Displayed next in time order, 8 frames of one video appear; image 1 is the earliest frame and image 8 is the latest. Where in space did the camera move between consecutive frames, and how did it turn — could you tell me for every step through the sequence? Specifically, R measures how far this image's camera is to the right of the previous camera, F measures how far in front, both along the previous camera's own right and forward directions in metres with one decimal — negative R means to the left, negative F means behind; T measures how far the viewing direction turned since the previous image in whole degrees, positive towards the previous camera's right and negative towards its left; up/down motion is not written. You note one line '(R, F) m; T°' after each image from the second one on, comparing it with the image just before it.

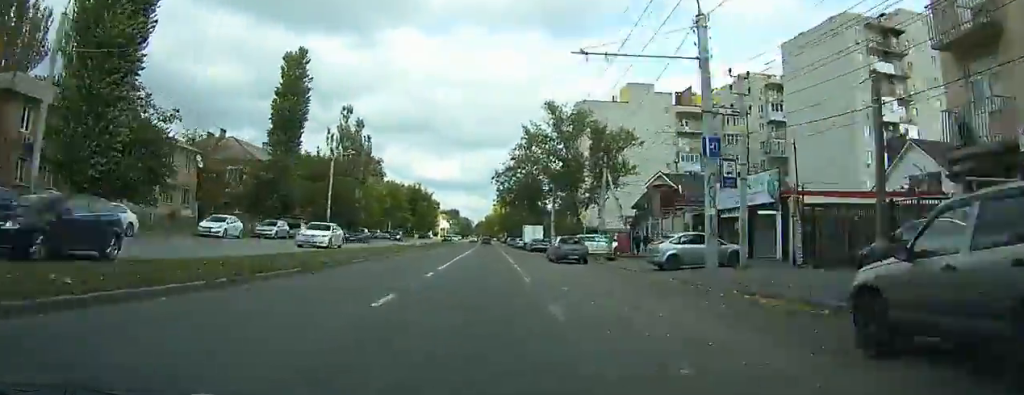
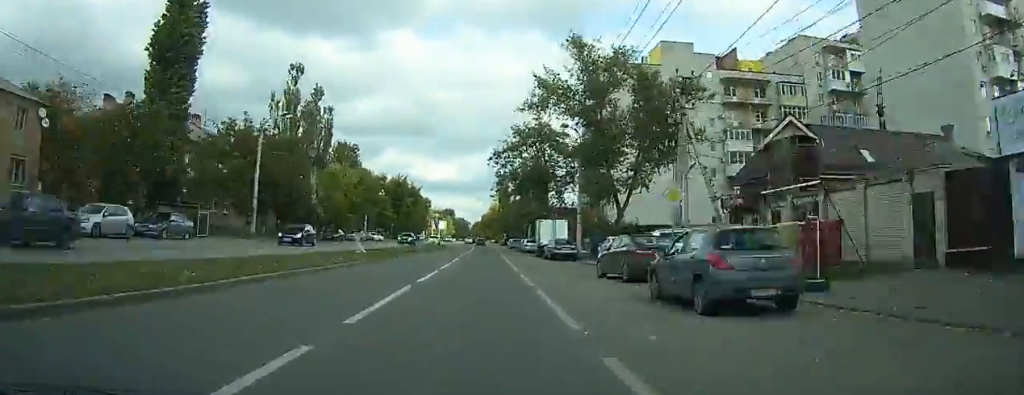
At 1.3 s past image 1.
(-0.1, +21.1) m; 0°
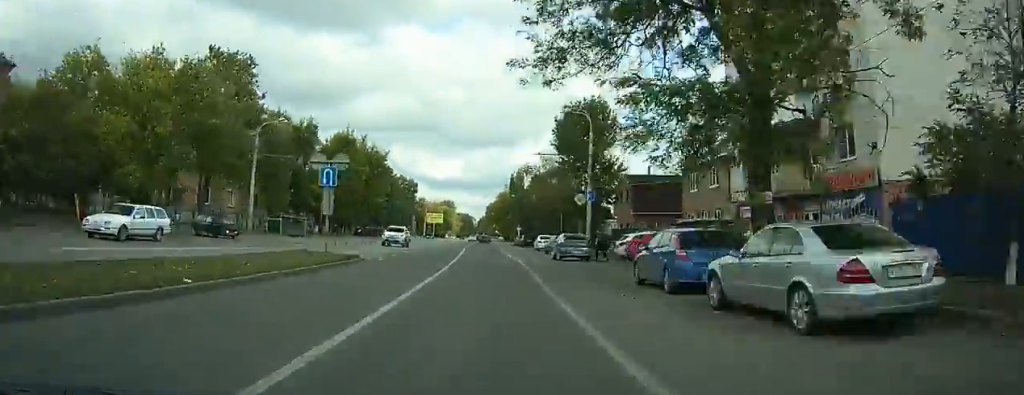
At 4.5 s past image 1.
(-0.3, +52.9) m; -1°
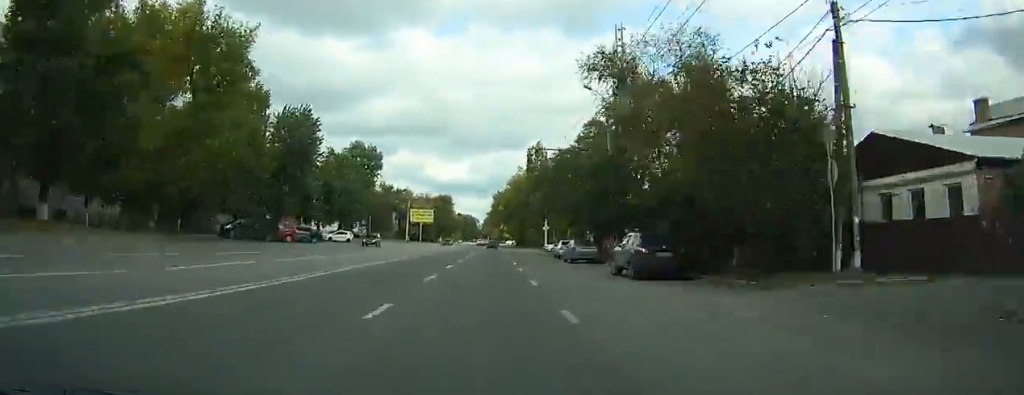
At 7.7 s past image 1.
(-0.3, +53.6) m; -1°
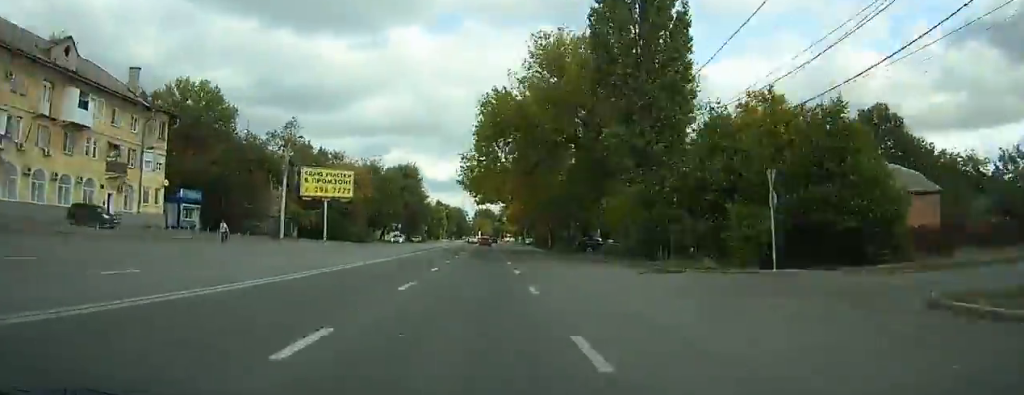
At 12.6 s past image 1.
(+0.5, +82.2) m; +1°
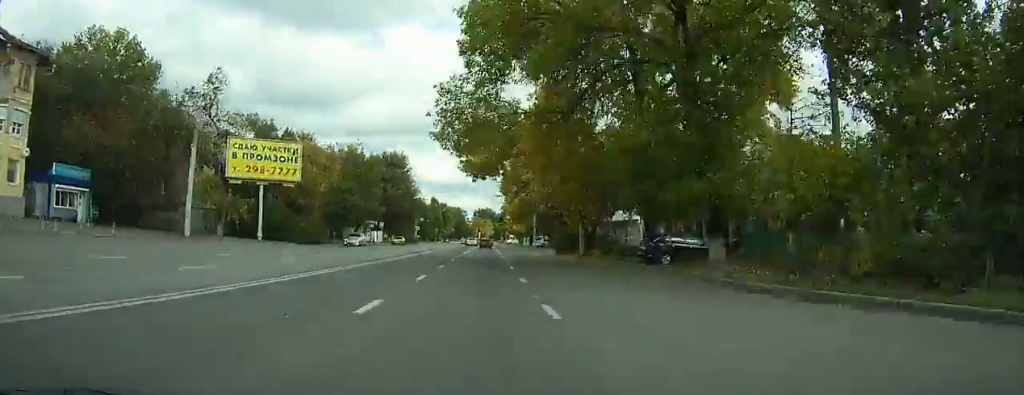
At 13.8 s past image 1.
(+0.1, +19.9) m; 0°
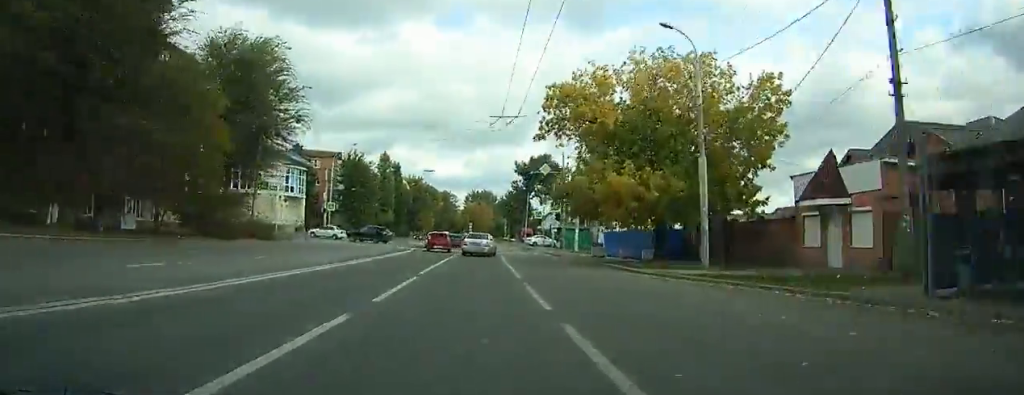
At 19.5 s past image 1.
(-0.1, +90.1) m; 0°
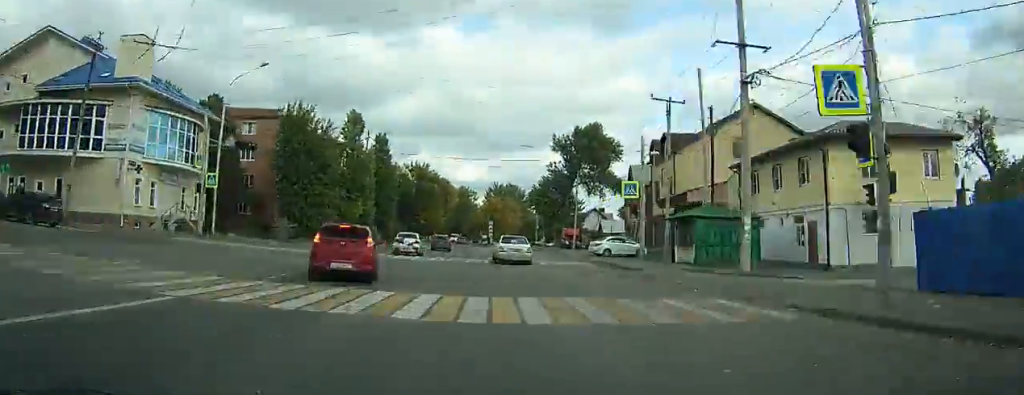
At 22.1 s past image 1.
(0.0, +38.2) m; -1°
